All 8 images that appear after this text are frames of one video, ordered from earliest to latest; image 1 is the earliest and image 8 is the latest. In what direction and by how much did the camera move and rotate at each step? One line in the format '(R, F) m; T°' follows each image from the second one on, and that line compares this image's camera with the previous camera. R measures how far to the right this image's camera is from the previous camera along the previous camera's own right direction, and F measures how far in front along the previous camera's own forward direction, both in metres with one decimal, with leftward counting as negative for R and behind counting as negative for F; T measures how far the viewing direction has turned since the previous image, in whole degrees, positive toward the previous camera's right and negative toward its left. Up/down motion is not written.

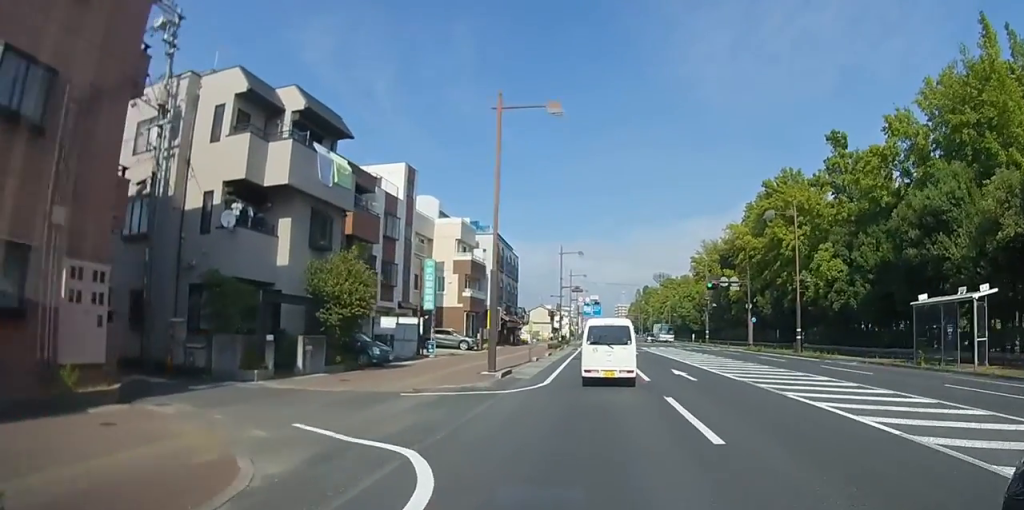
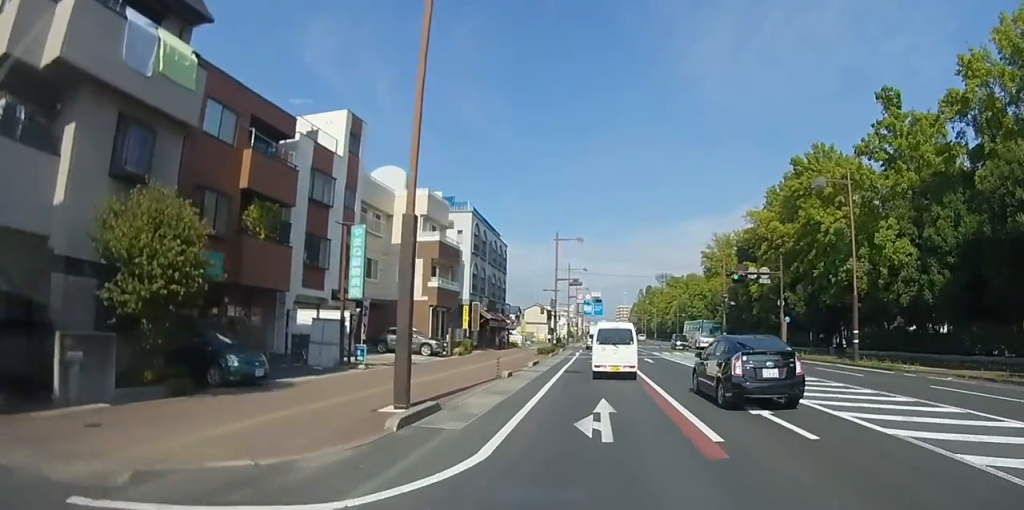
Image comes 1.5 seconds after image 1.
(0.0, +9.4) m; 0°
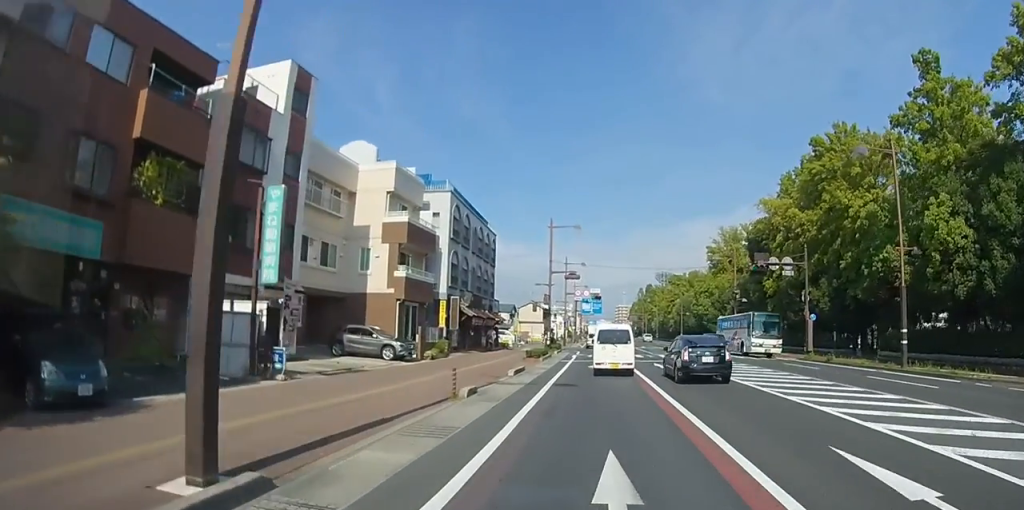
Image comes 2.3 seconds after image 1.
(0.0, +4.8) m; 0°
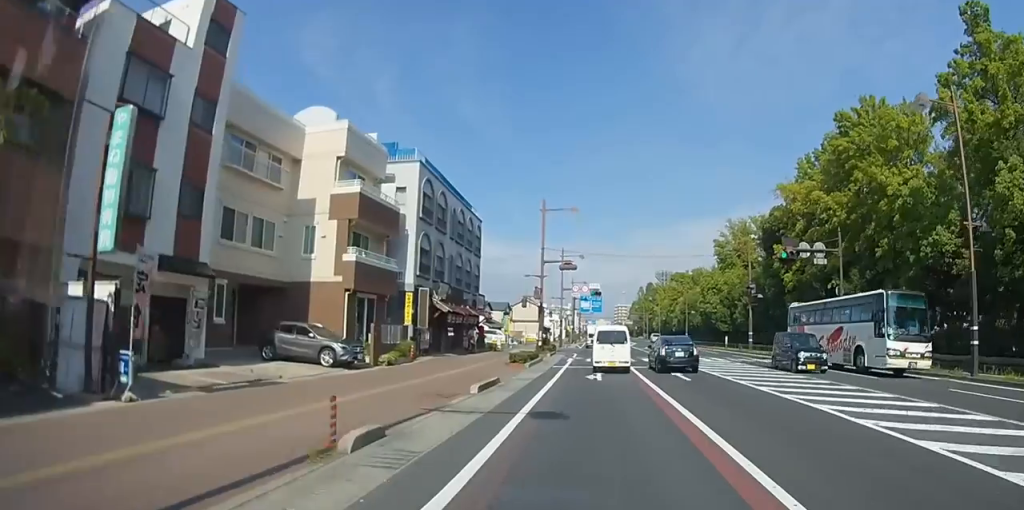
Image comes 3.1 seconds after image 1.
(0.0, +5.2) m; 0°
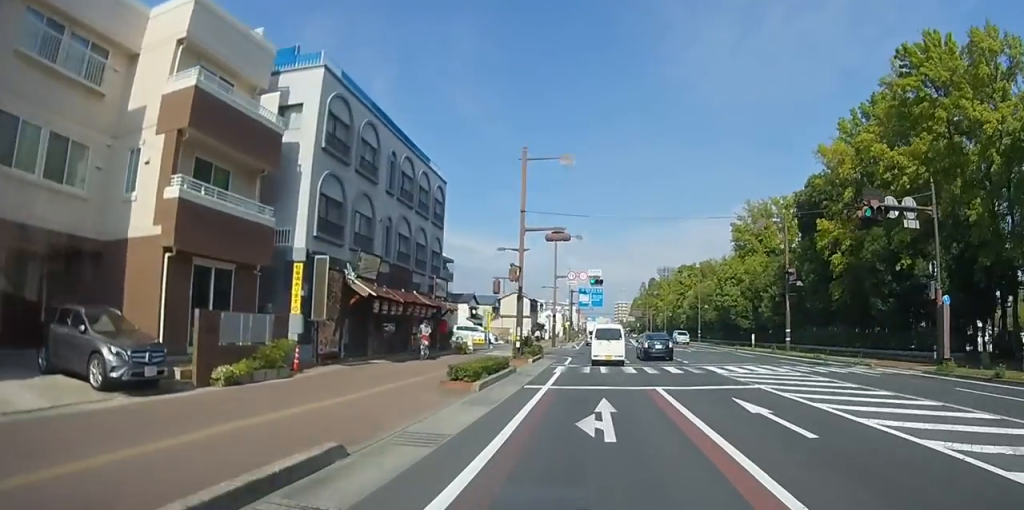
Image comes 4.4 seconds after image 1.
(0.0, +9.0) m; 0°
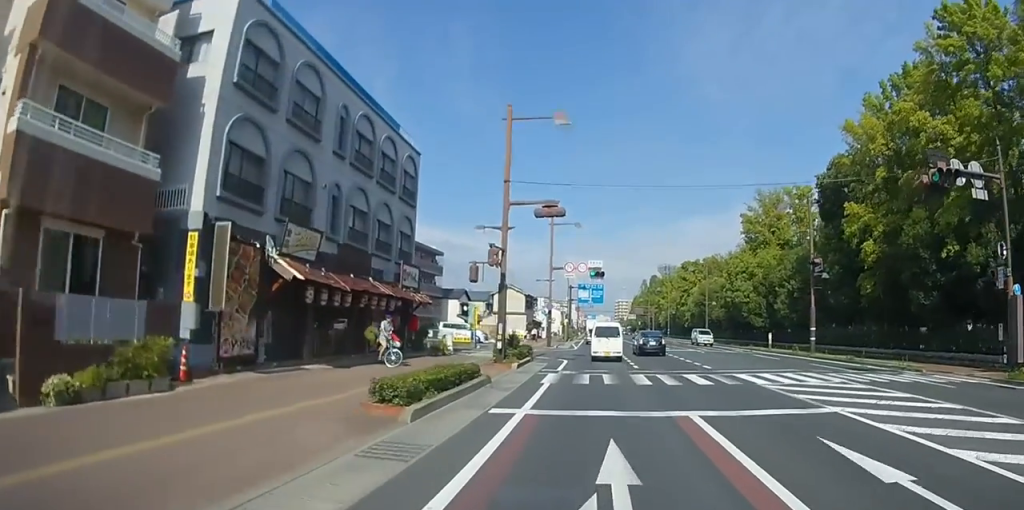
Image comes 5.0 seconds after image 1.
(0.0, +4.8) m; 0°
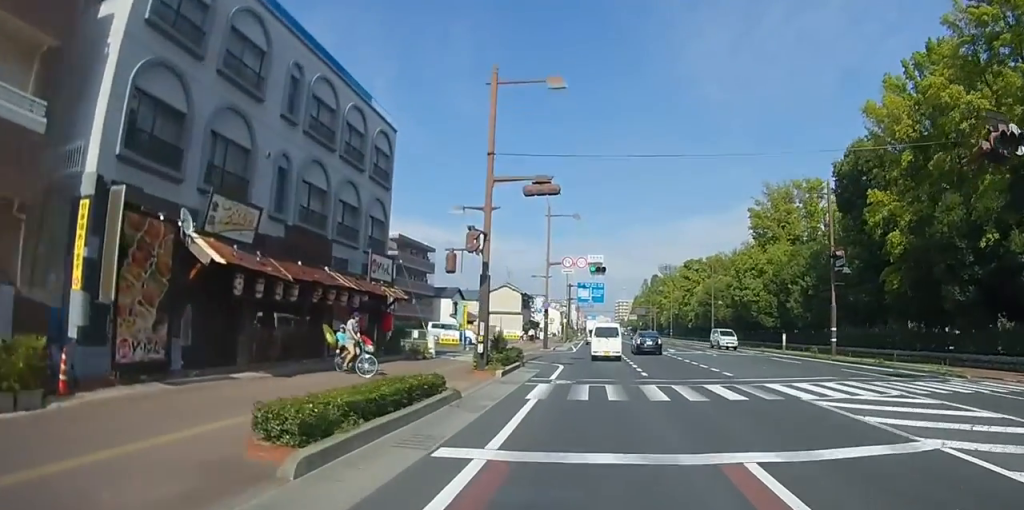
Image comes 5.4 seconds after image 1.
(0.0, +3.5) m; 0°
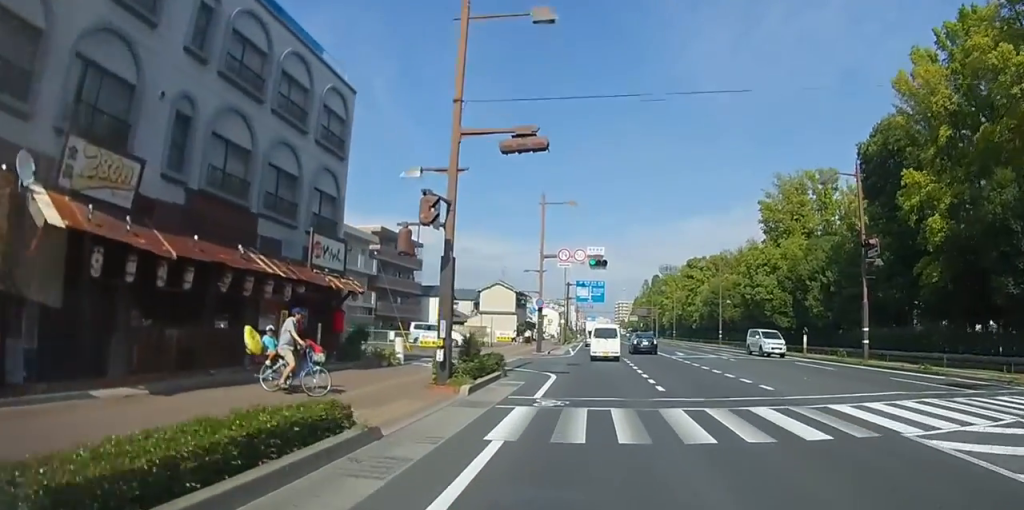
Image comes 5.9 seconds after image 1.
(0.0, +4.1) m; 0°
